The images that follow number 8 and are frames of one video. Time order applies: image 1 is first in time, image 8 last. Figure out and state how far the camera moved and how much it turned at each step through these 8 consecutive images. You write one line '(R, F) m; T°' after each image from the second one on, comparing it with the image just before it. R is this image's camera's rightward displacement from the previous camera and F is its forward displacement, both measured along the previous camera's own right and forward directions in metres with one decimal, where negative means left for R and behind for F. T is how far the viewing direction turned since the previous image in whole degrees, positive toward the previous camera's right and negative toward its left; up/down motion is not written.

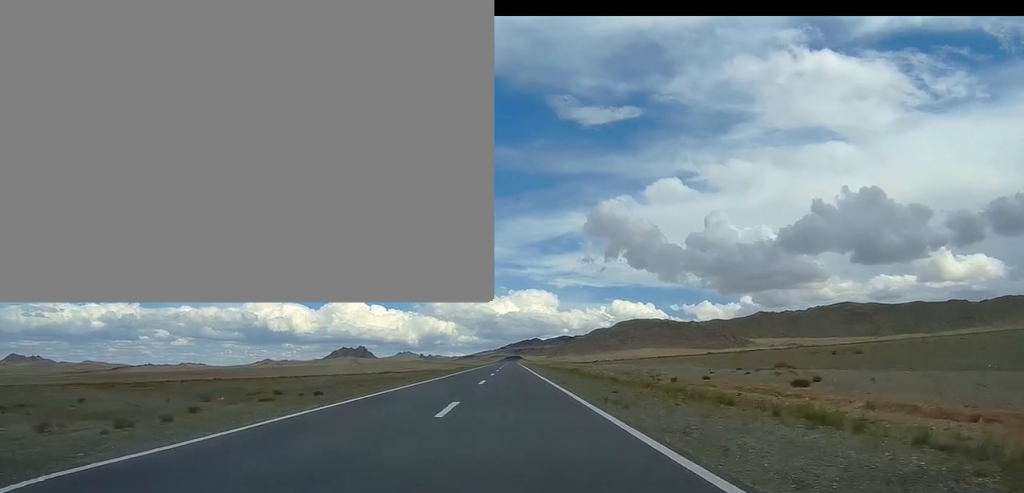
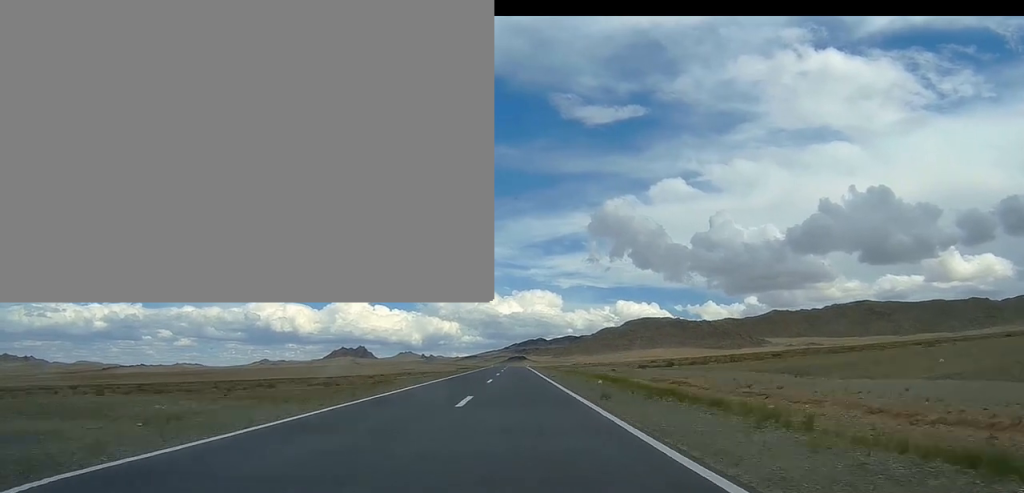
(0.0, +110.8) m; 0°
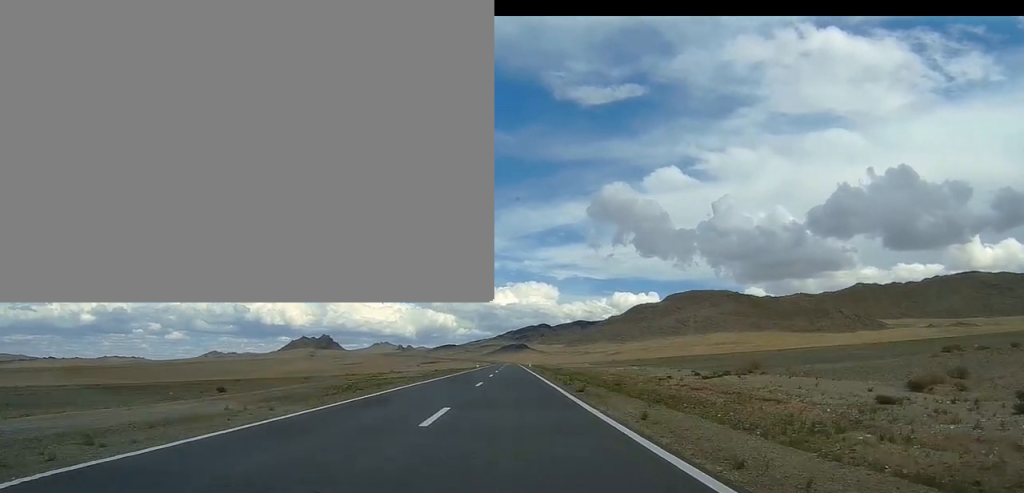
(+1.7, +667.3) m; 0°
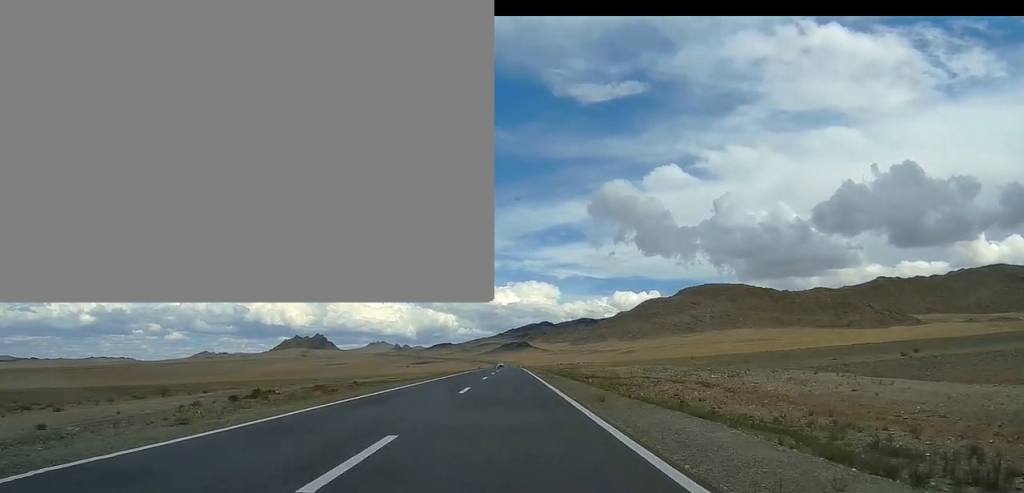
(0.0, +116.1) m; 0°
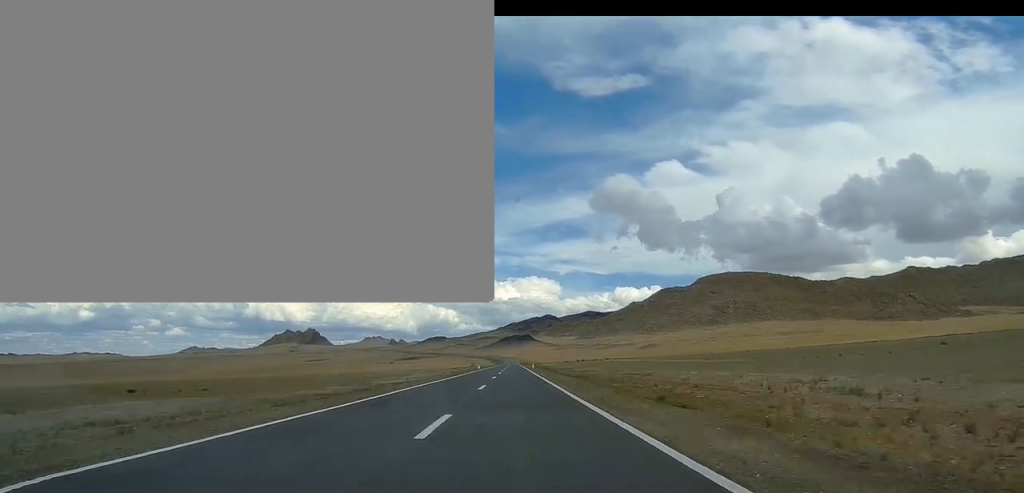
(0.0, +139.2) m; 0°
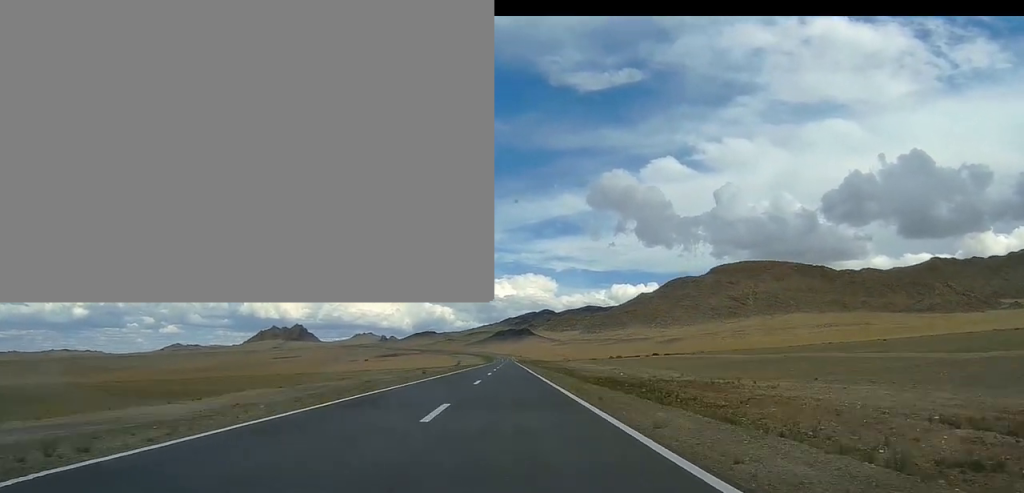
(-0.1, +122.3) m; 0°
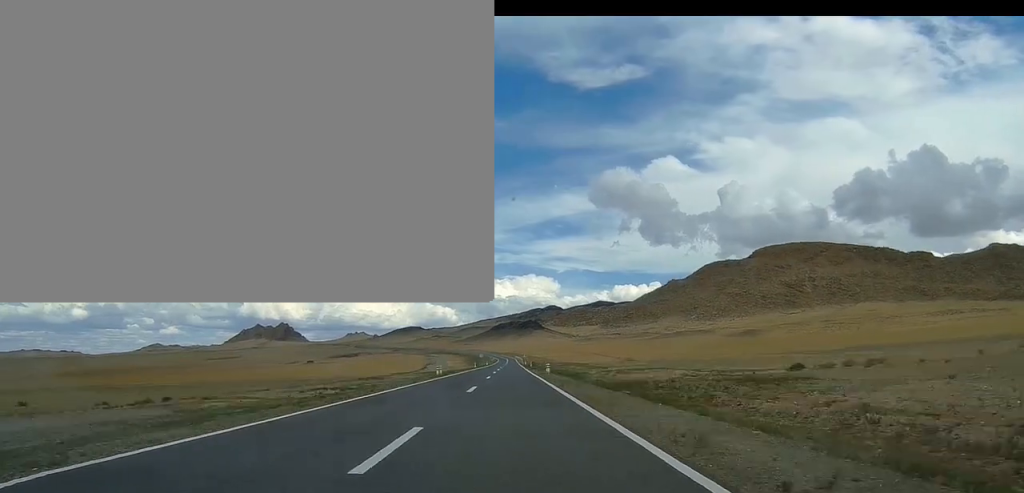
(+0.7, +217.2) m; -2°
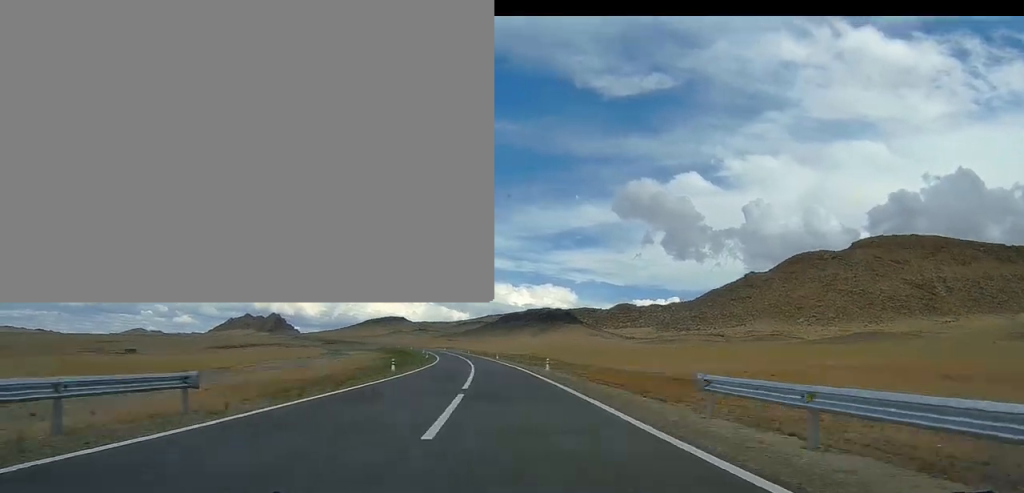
(-9.1, +253.8) m; -10°
